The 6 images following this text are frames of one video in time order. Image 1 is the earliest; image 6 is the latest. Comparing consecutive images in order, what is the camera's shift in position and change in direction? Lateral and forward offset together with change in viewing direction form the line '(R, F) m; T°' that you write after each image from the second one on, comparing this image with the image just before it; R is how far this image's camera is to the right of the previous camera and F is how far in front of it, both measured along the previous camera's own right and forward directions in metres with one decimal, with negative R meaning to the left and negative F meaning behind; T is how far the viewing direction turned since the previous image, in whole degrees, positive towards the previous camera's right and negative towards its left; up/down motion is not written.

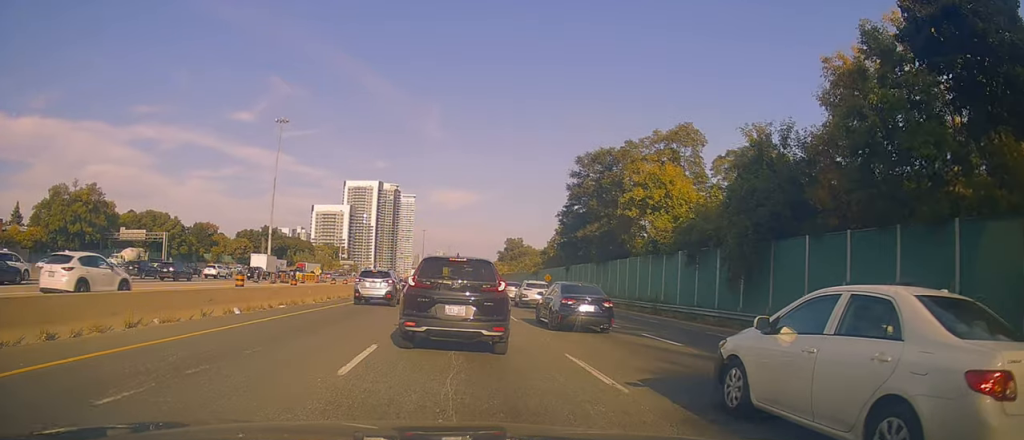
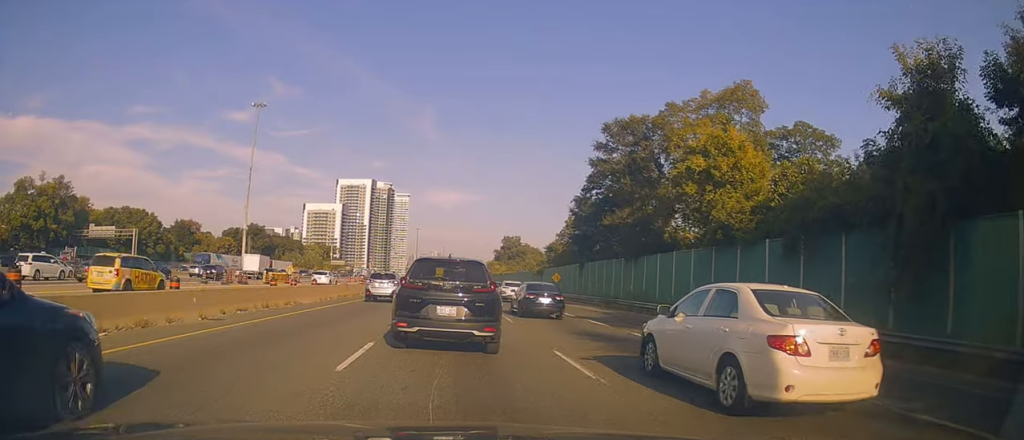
(+1.7, +11.8) m; +6°
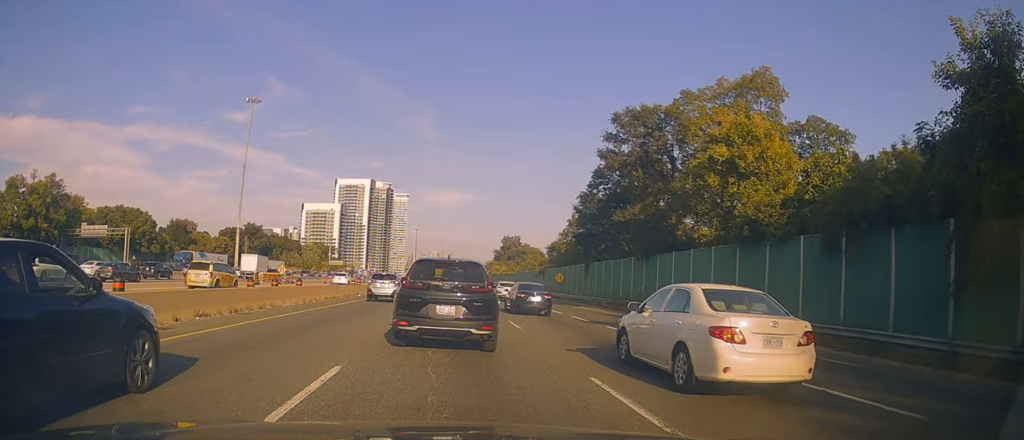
(-0.1, +3.0) m; -2°
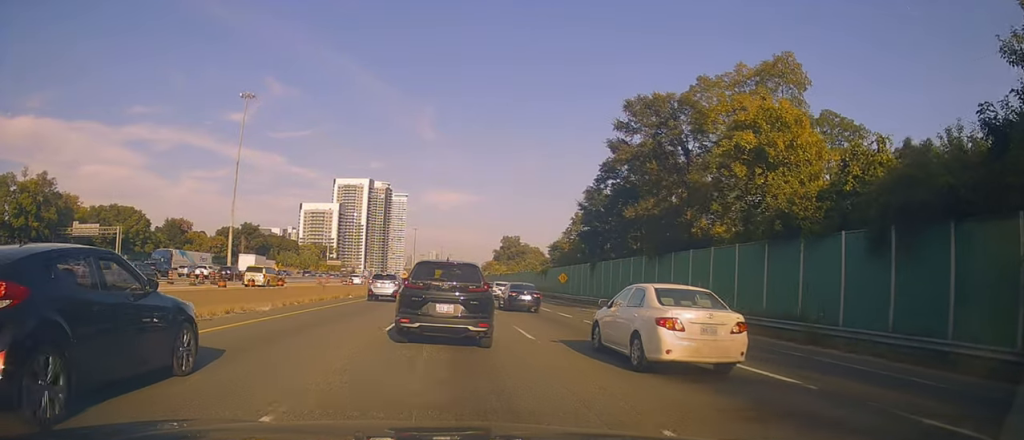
(0.0, +3.0) m; 0°
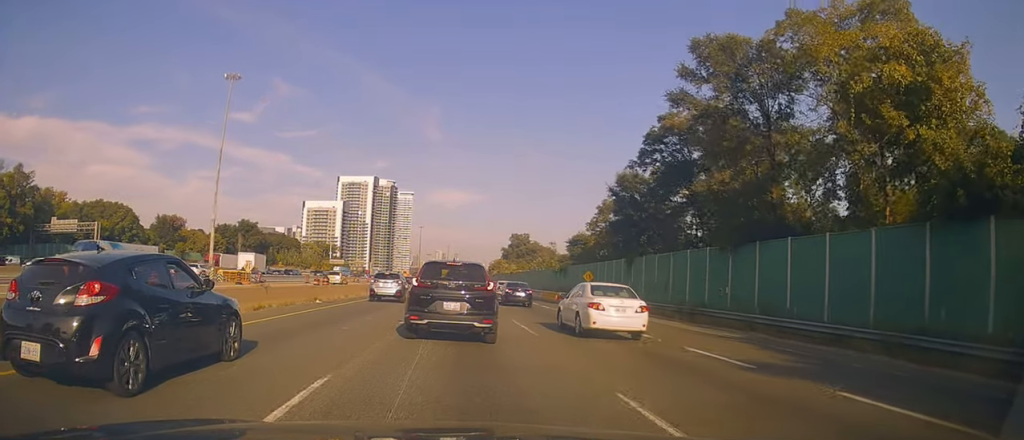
(0.0, +8.8) m; +1°
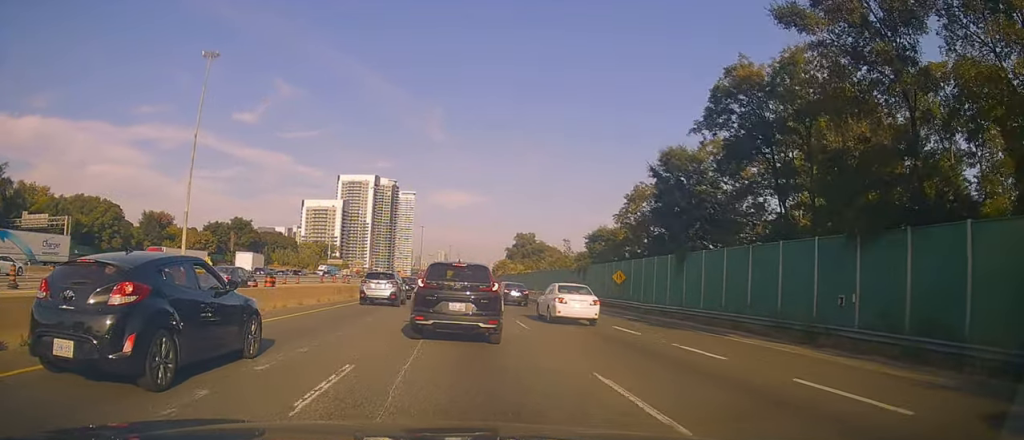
(-0.3, +9.9) m; -4°
